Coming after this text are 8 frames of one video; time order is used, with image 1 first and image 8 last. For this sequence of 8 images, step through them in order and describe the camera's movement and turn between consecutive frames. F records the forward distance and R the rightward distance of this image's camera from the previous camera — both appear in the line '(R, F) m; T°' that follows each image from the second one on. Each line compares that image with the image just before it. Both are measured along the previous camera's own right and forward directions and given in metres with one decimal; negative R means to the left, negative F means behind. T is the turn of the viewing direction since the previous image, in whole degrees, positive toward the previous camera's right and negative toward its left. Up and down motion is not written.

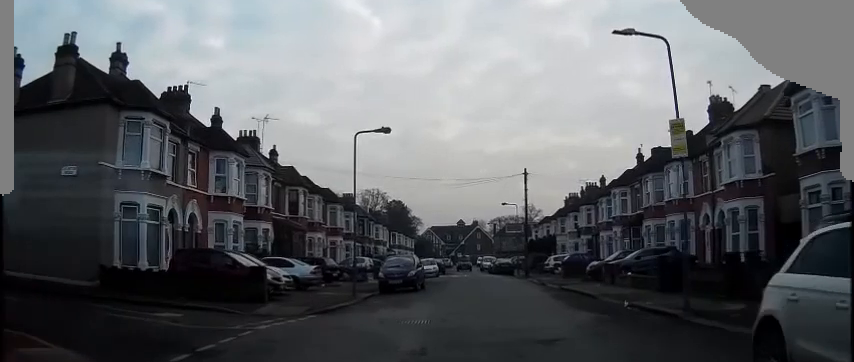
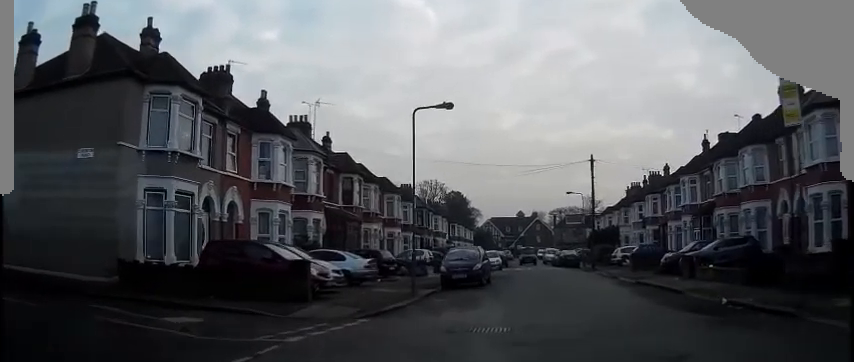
(-0.1, +2.5) m; -6°
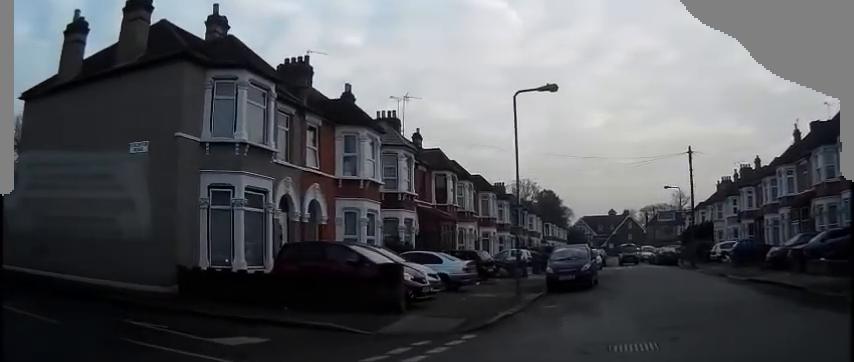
(-0.1, +2.2) m; -11°
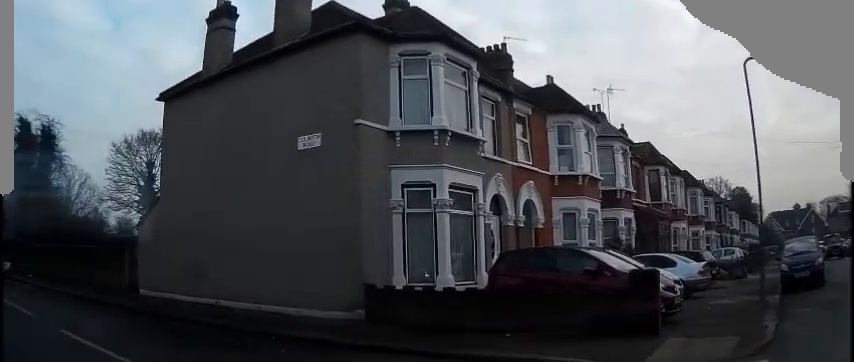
(-0.7, +2.9) m; -25°
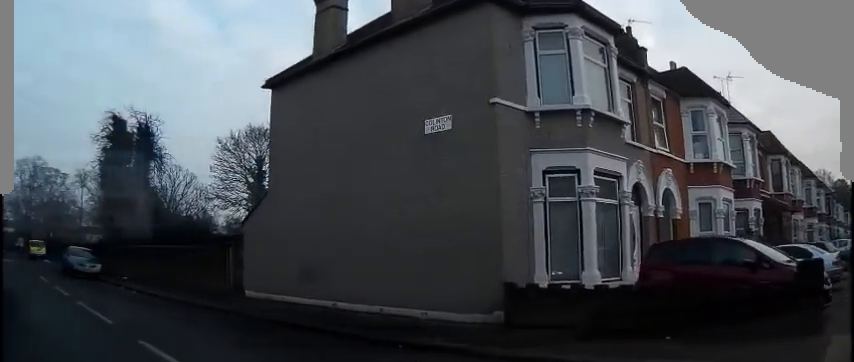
(-0.2, +1.4) m; -8°
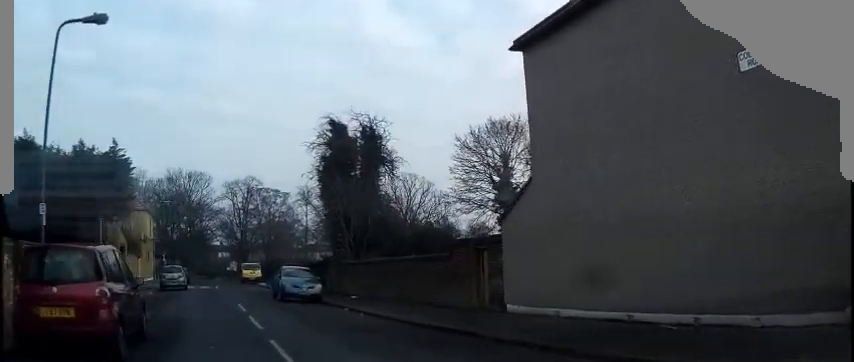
(-0.4, +3.5) m; -13°
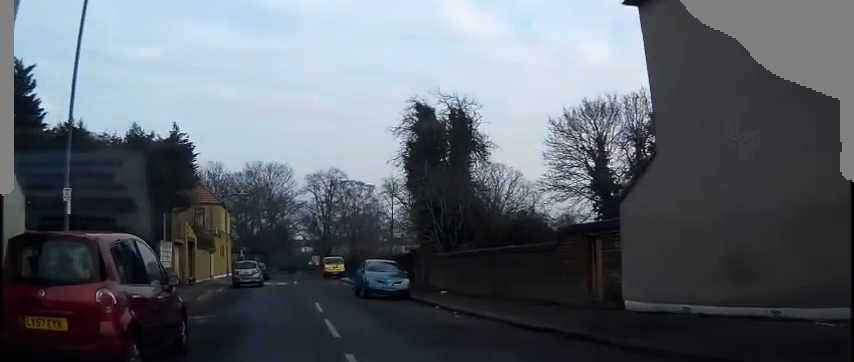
(-0.2, +2.1) m; -6°
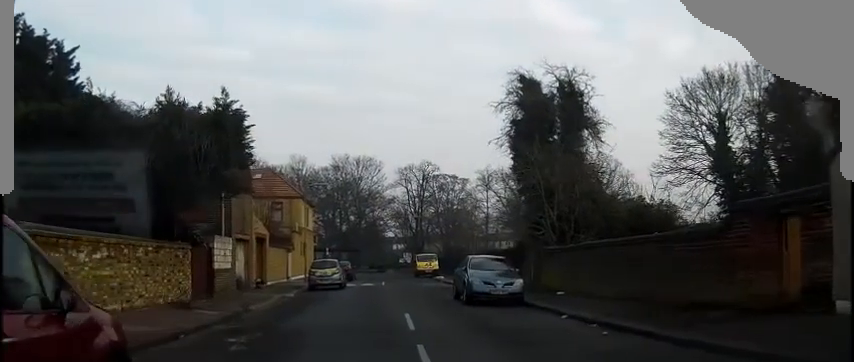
(-0.5, +4.4) m; -6°
